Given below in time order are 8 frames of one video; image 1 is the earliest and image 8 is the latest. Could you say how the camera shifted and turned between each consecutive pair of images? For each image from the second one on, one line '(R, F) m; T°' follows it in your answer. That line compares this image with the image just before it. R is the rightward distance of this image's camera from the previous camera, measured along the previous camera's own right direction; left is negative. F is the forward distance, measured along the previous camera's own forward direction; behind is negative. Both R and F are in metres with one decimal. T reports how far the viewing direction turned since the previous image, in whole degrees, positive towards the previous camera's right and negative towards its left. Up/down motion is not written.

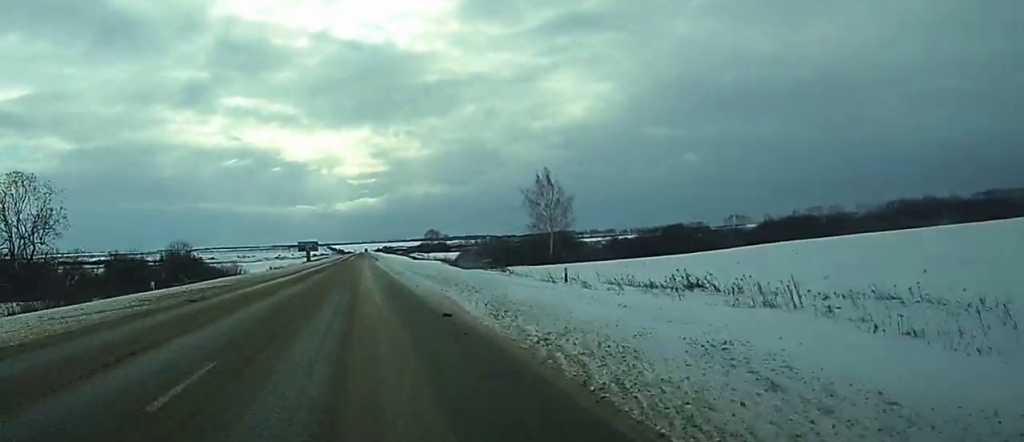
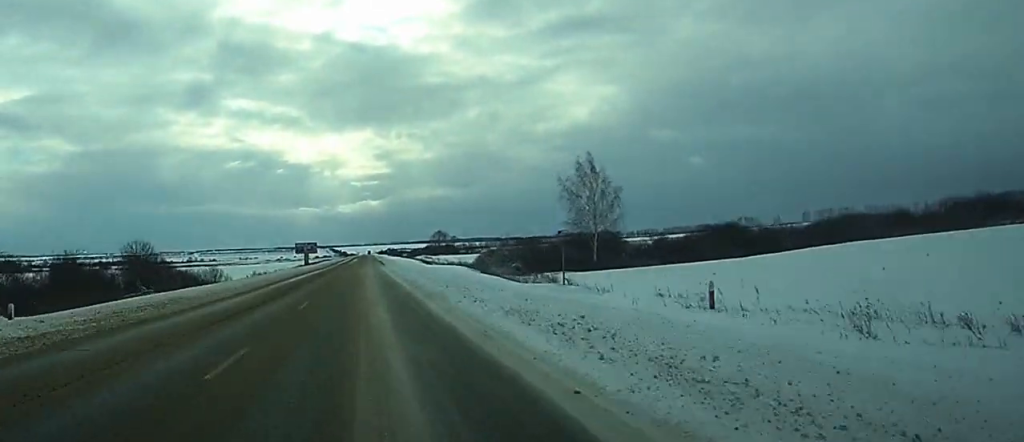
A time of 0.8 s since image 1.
(+0.3, +21.6) m; -1°
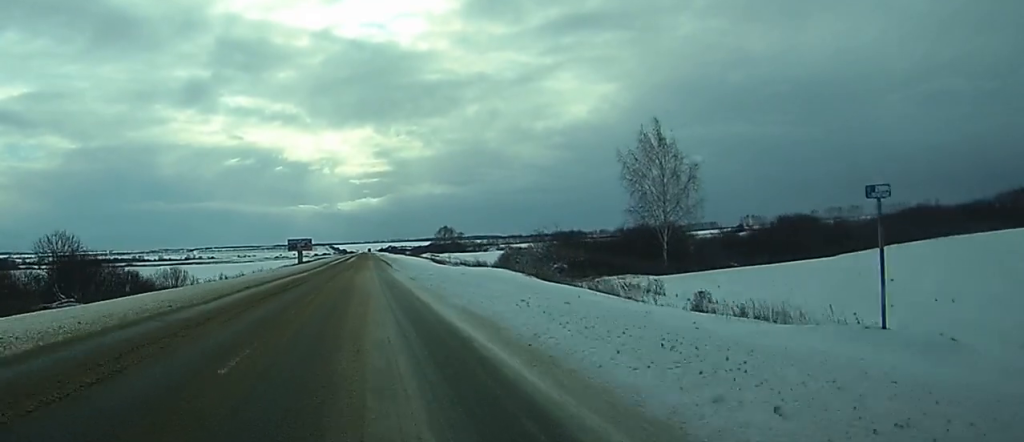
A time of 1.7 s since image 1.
(-0.4, +23.4) m; -1°
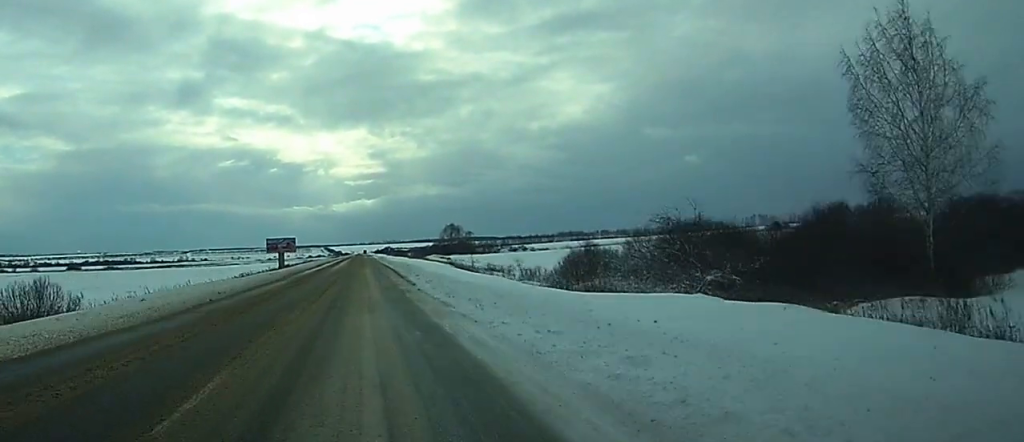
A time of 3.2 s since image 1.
(-0.1, +38.4) m; +1°
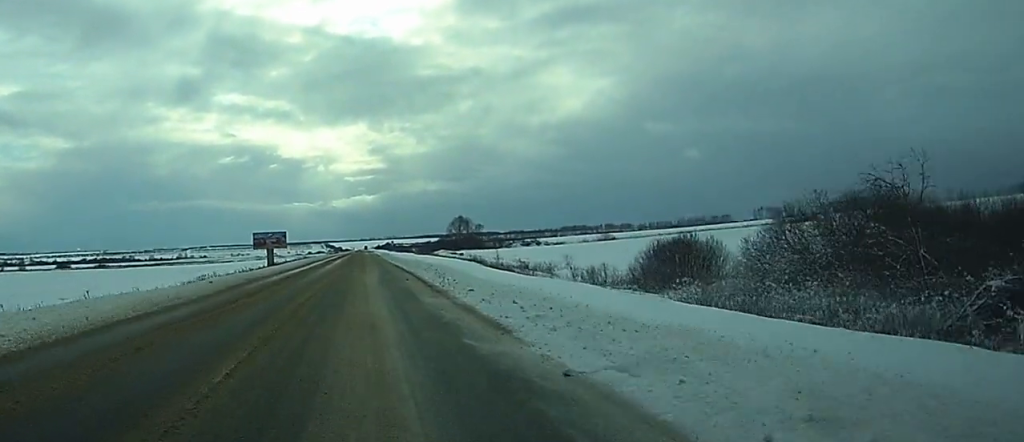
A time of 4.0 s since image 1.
(0.0, +21.8) m; 0°
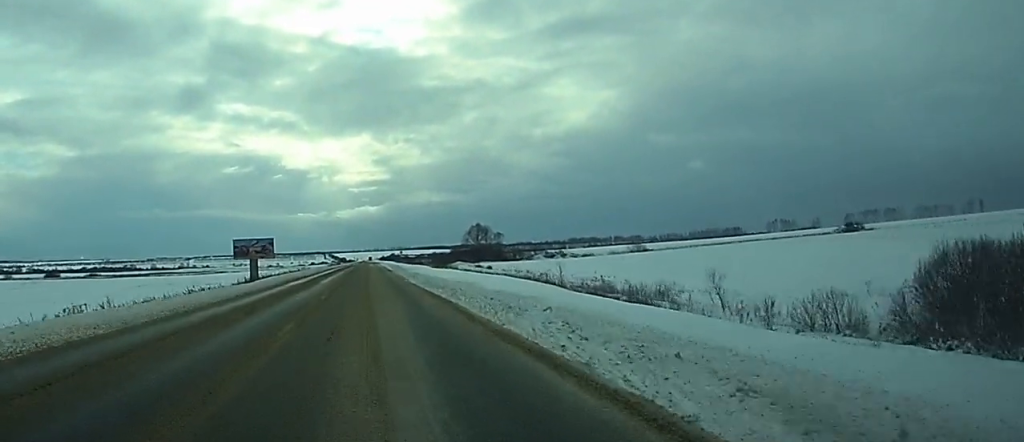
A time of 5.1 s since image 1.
(0.0, +28.9) m; 0°
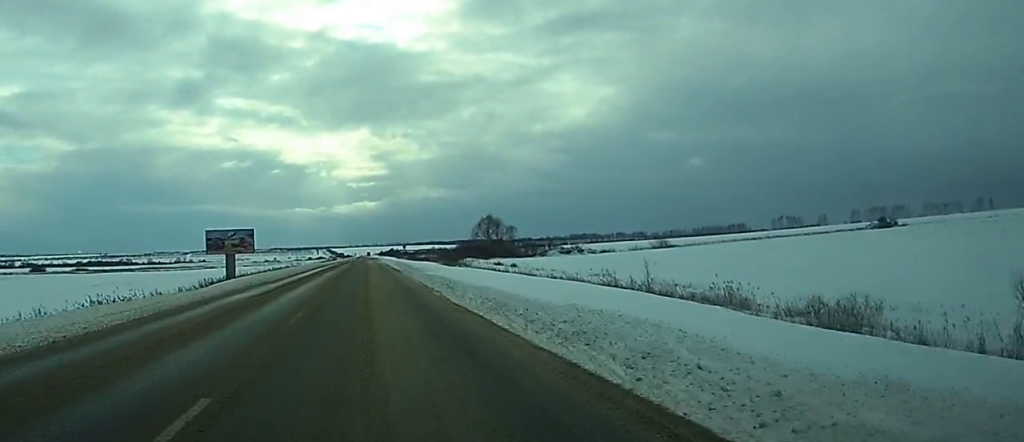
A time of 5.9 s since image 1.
(0.0, +21.0) m; 0°
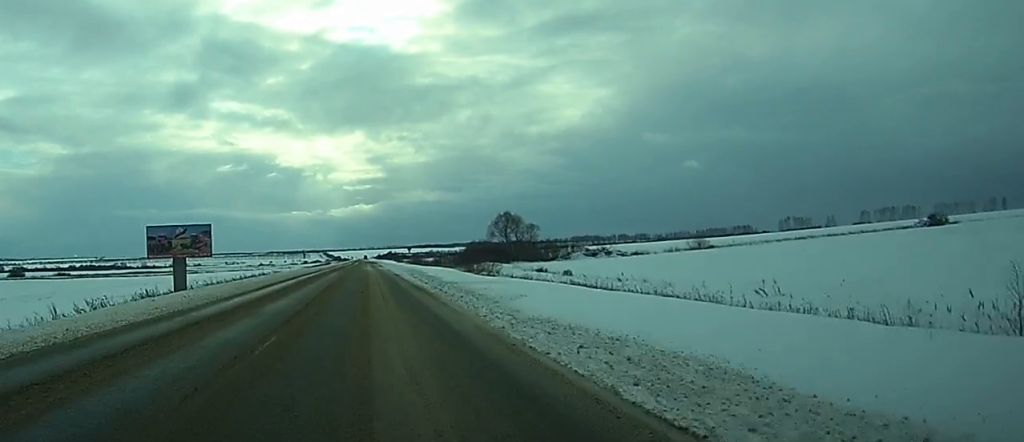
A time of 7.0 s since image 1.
(0.0, +28.1) m; 0°
